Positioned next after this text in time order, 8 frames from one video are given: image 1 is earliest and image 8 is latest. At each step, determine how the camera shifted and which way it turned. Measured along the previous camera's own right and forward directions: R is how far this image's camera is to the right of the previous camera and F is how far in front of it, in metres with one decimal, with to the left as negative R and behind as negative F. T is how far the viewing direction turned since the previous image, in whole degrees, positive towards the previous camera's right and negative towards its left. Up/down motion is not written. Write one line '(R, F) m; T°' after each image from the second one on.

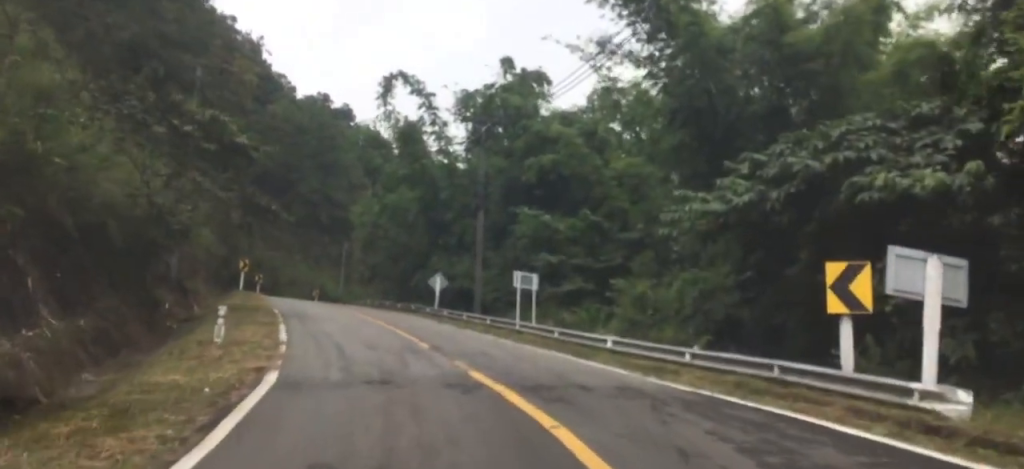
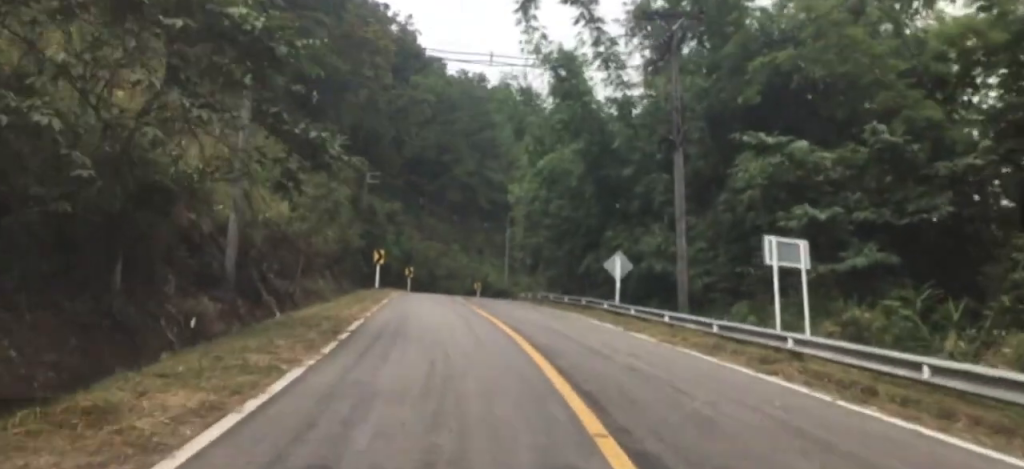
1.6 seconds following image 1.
(-1.9, +13.7) m; -14°
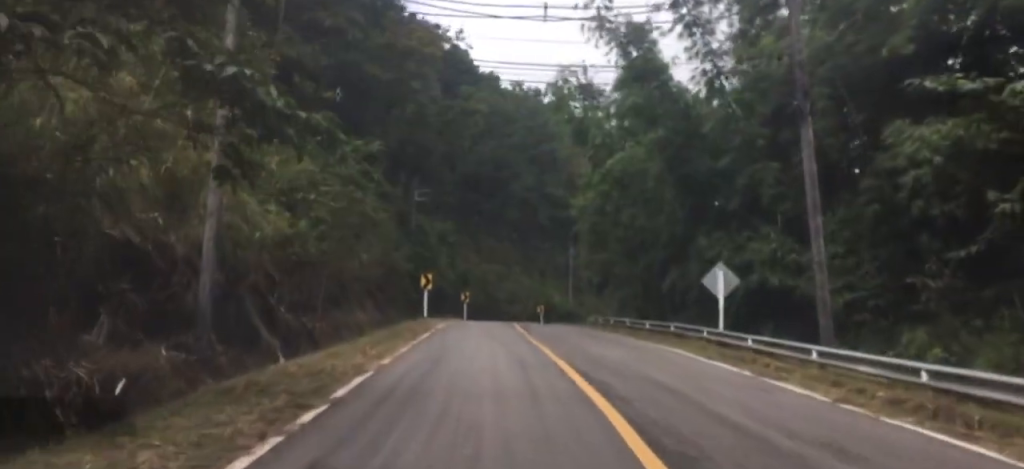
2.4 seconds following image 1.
(0.0, +6.6) m; -5°
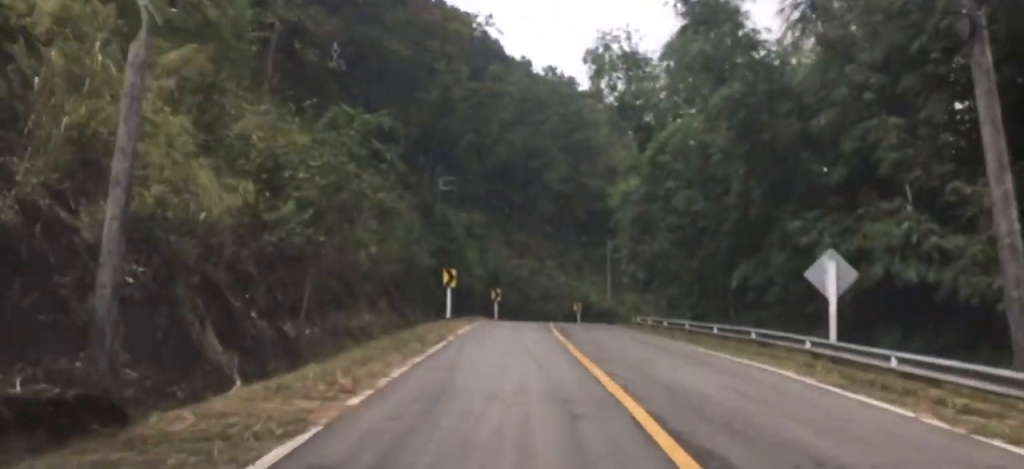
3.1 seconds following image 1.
(-0.5, +5.6) m; -3°
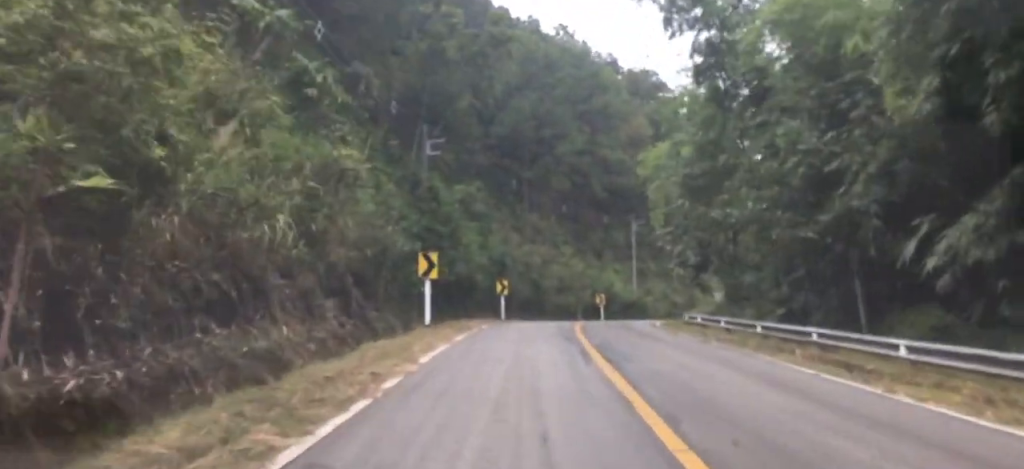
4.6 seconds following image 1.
(-0.2, +11.6) m; -1°
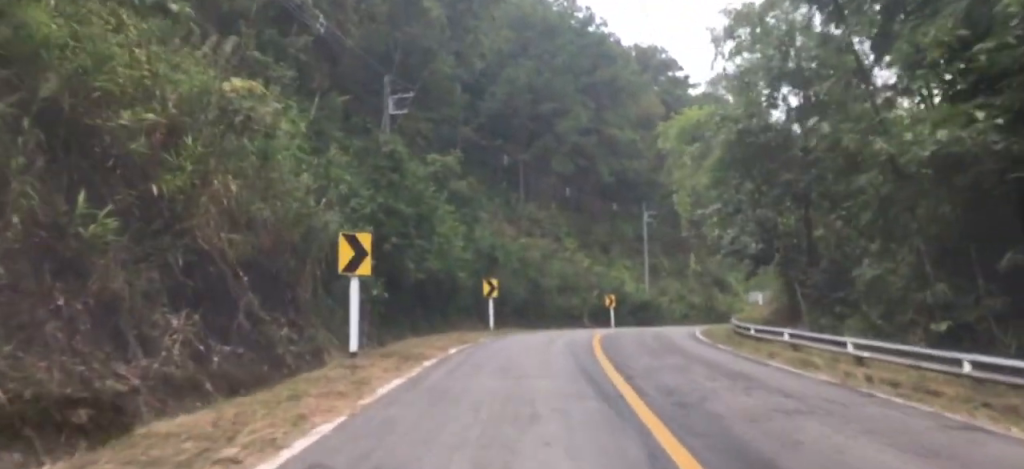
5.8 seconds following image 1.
(-0.2, +10.3) m; -2°
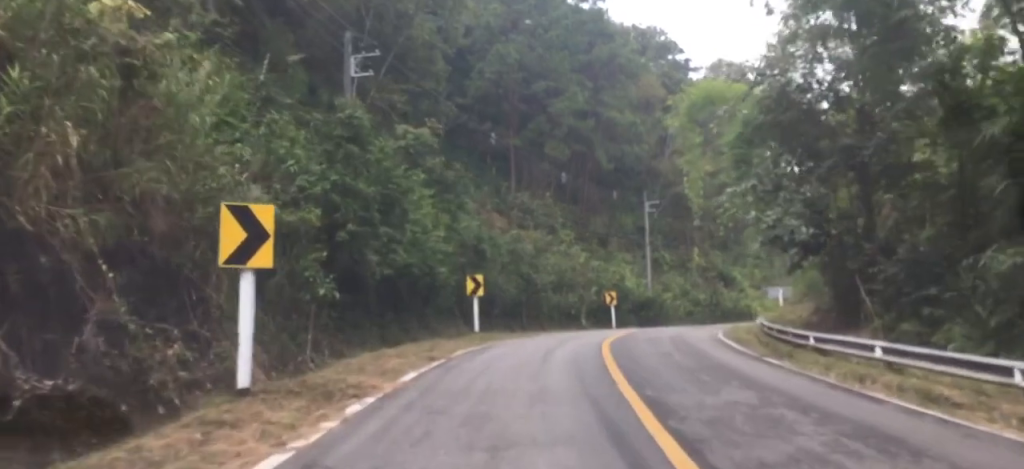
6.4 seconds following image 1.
(0.0, +5.5) m; 0°
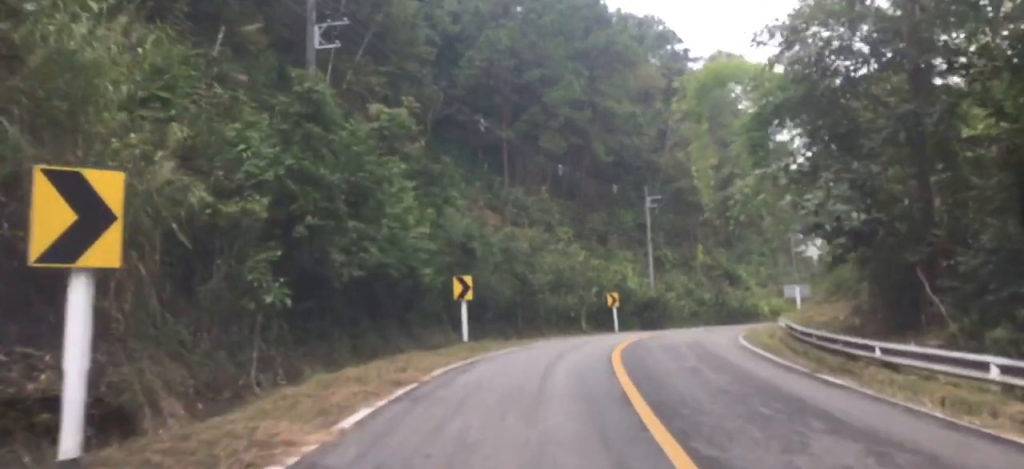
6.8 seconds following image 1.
(0.0, +3.7) m; +1°
